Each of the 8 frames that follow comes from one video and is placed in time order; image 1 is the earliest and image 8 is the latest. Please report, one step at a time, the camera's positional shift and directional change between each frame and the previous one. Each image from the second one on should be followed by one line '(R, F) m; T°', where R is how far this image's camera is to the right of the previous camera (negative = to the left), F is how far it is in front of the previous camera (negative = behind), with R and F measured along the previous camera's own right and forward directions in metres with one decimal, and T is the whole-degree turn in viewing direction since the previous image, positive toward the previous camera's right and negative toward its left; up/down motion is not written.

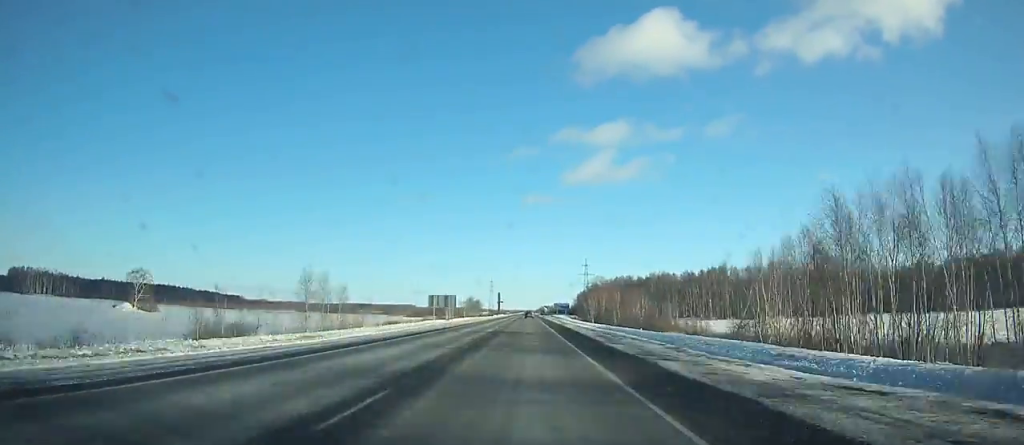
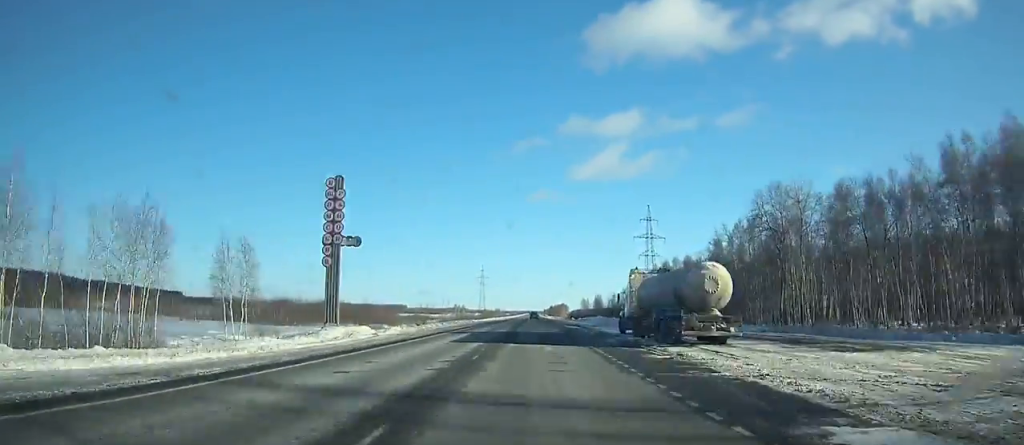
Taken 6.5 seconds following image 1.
(-0.9, +223.5) m; 0°
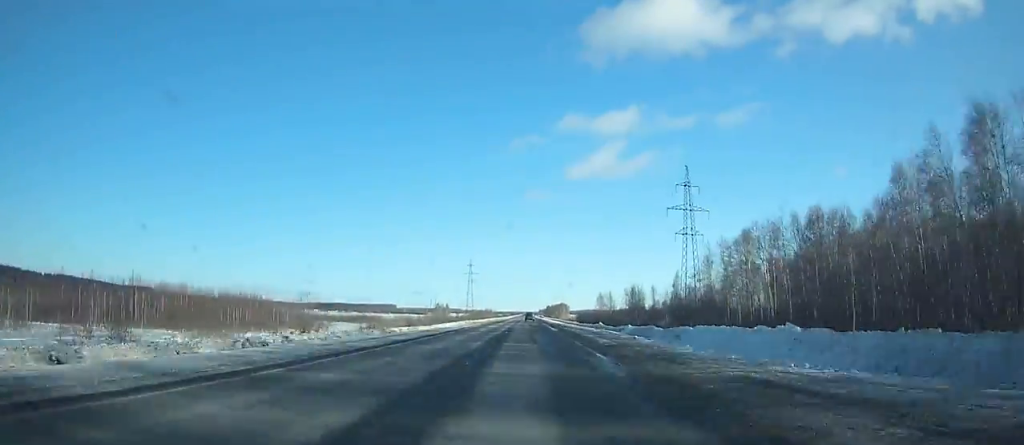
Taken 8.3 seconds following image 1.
(+0.1, +60.4) m; 0°
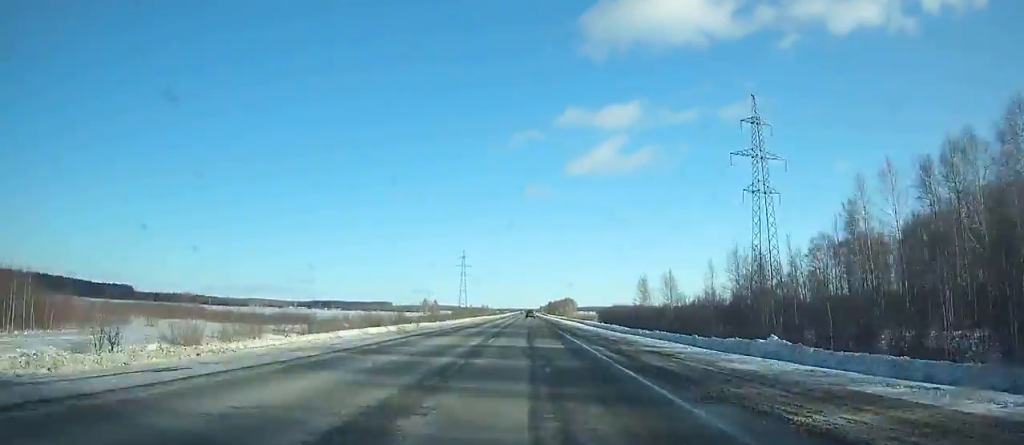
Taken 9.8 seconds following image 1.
(+0.1, +49.9) m; 0°
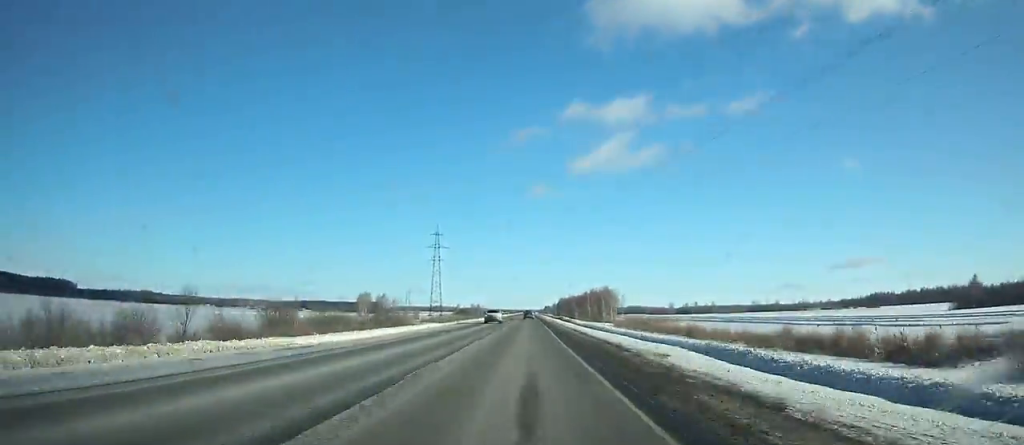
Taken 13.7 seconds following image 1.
(0.0, +128.1) m; 0°
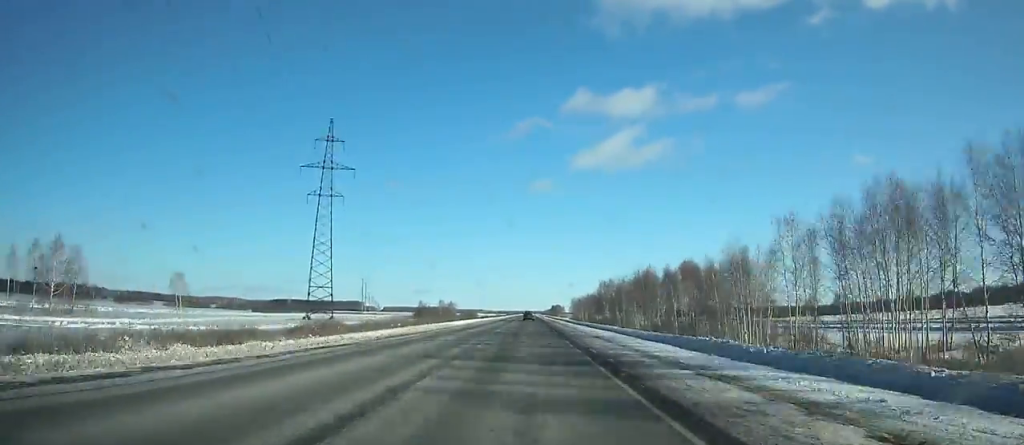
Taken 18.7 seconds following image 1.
(-0.6, +177.5) m; 0°
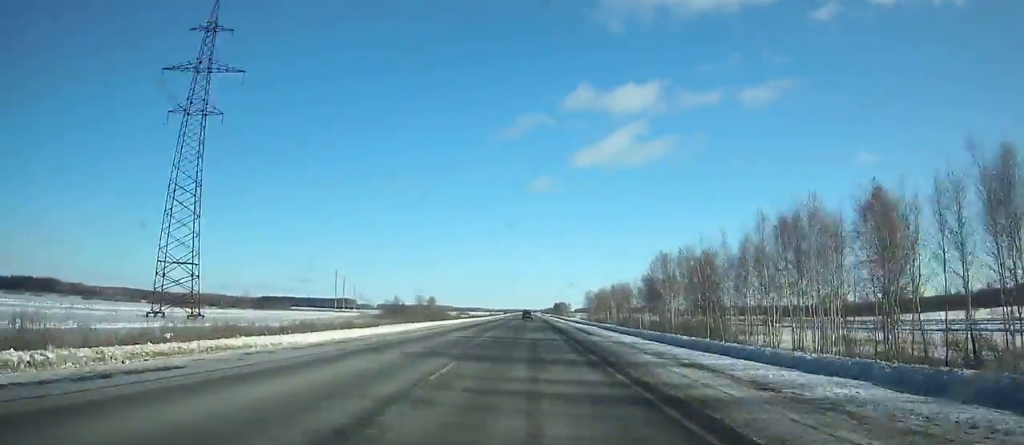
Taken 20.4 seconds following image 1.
(+0.1, +61.5) m; 0°
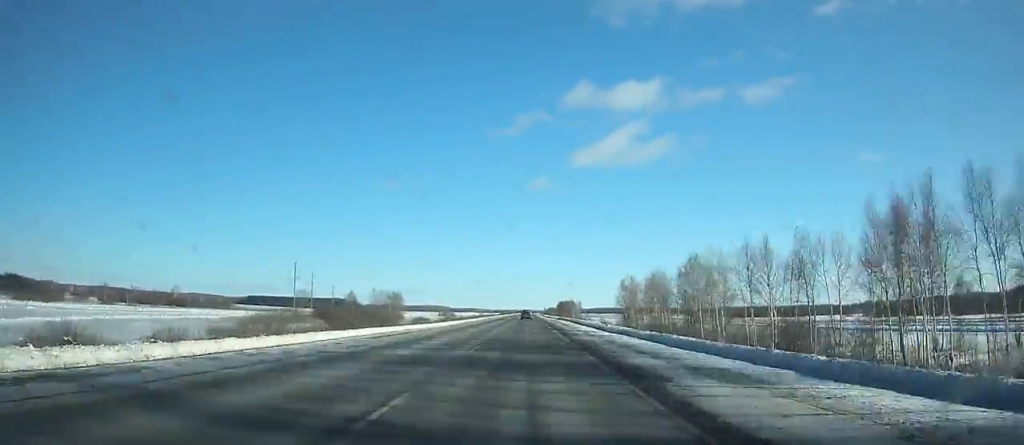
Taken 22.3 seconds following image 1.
(0.0, +68.3) m; 0°
